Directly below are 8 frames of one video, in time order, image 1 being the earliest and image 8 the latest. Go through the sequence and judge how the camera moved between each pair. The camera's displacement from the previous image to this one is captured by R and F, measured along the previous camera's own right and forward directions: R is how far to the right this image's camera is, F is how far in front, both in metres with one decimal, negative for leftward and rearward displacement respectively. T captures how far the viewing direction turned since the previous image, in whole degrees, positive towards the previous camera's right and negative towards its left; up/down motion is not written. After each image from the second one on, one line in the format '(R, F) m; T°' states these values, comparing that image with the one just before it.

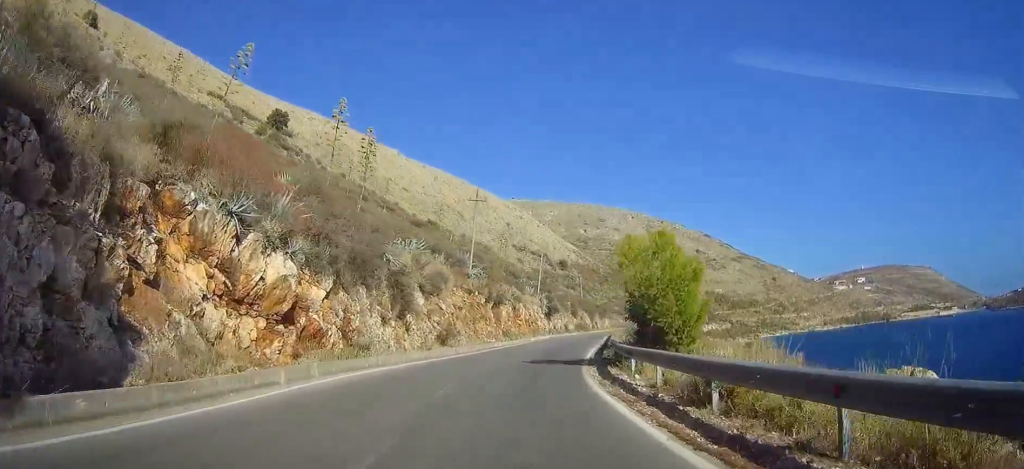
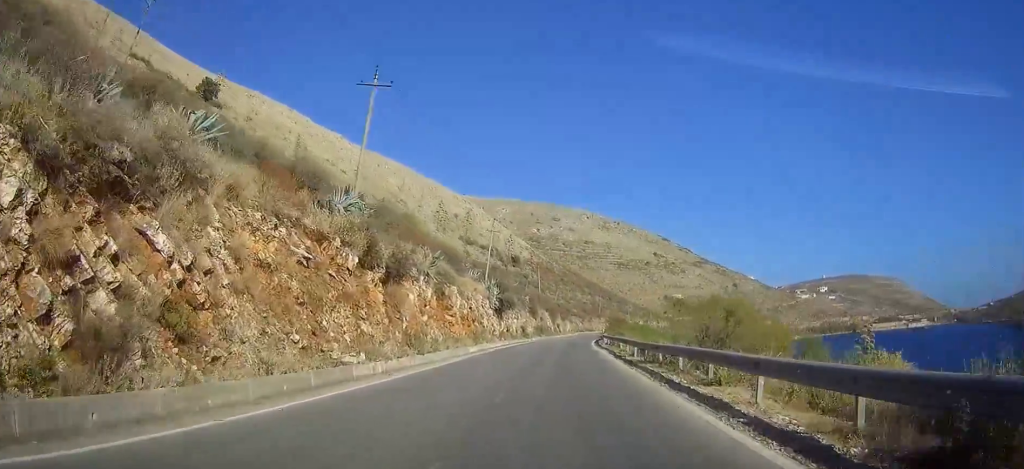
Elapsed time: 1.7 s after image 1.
(+0.5, +31.1) m; +3°
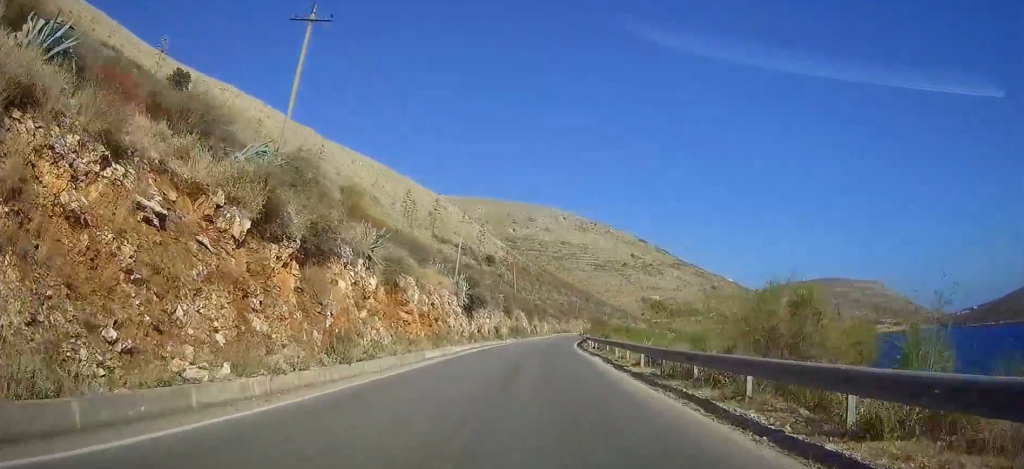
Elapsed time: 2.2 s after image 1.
(+0.2, +7.8) m; +1°
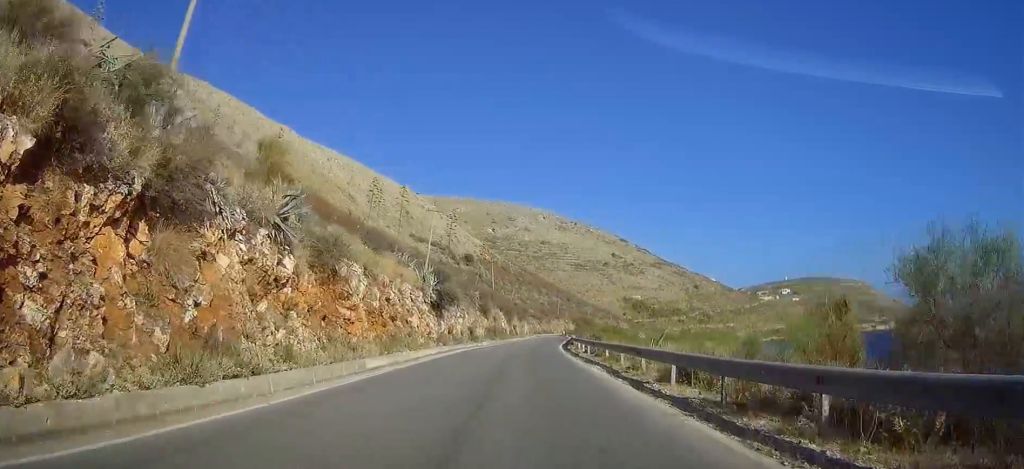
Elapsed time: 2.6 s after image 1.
(0.0, +7.8) m; +1°
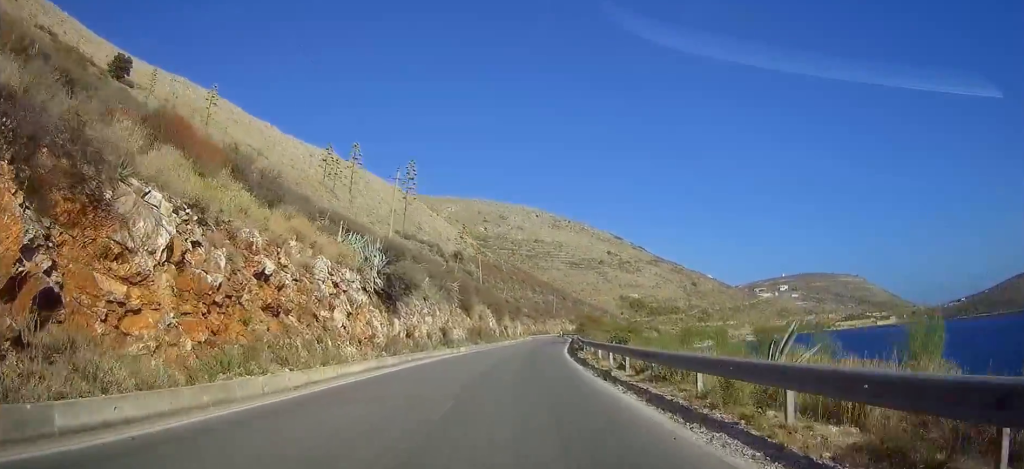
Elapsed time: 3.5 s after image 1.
(0.0, +15.7) m; +2°
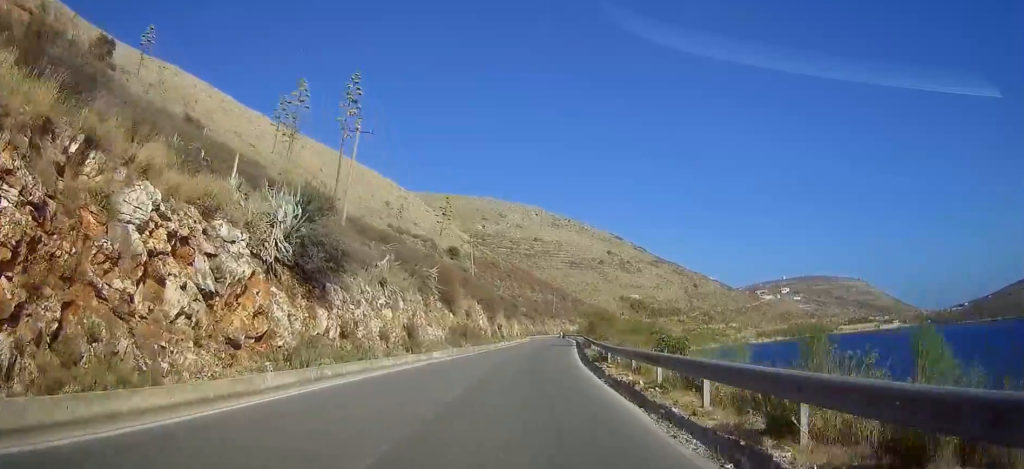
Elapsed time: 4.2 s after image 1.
(+0.4, +12.8) m; +1°
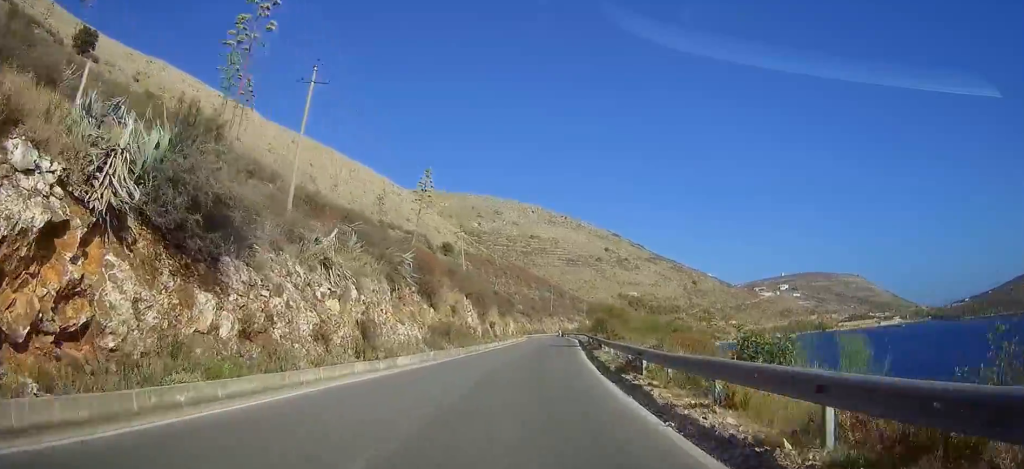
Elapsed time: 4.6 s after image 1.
(0.0, +8.7) m; +1°
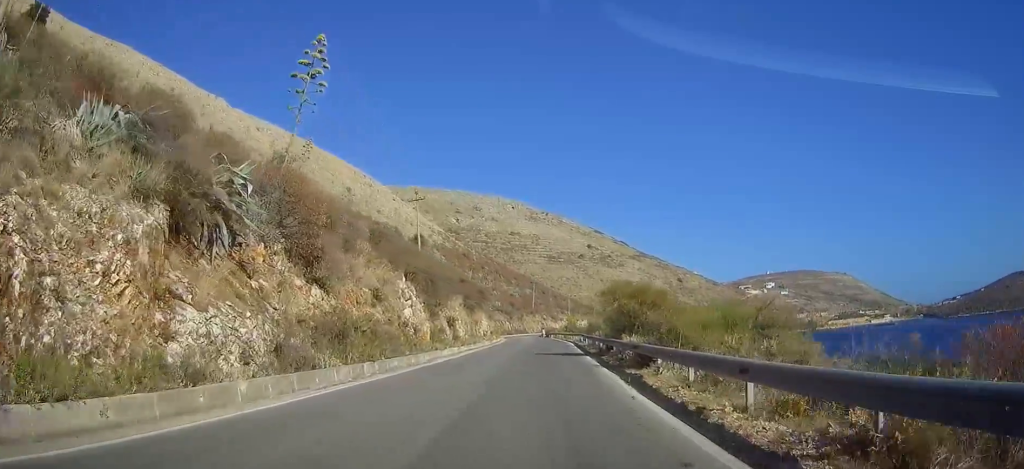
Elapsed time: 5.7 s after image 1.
(+0.2, +20.6) m; +1°
